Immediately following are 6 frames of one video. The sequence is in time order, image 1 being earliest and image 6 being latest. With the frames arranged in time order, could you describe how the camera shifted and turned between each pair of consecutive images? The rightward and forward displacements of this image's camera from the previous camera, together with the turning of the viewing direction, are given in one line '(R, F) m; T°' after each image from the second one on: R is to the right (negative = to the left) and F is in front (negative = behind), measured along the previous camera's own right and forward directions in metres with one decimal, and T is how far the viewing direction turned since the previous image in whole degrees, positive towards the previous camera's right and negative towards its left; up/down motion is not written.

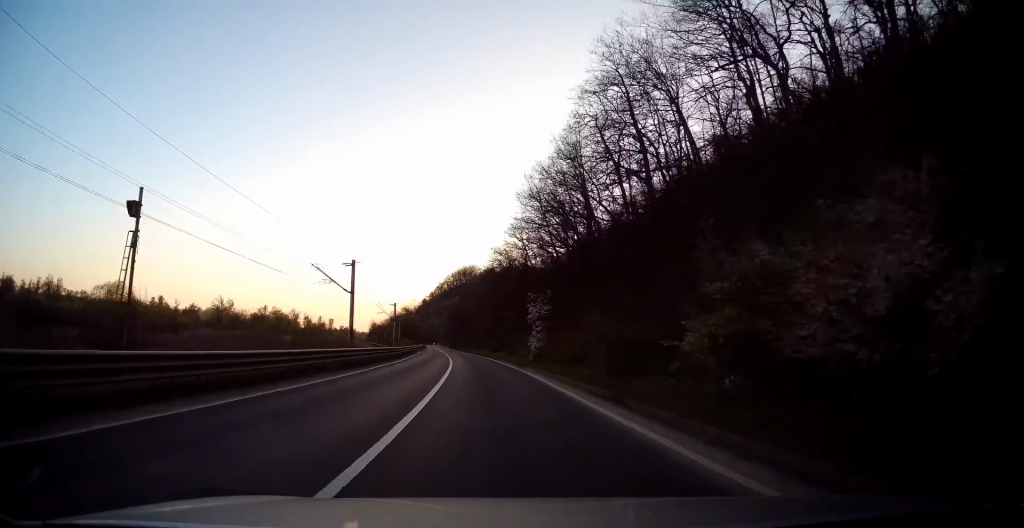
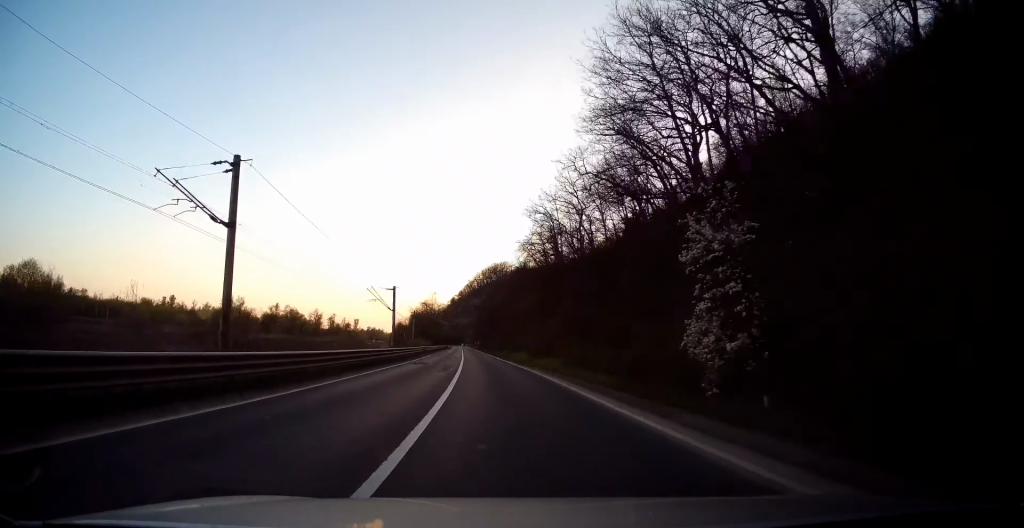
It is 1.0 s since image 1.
(-1.1, +27.0) m; -2°
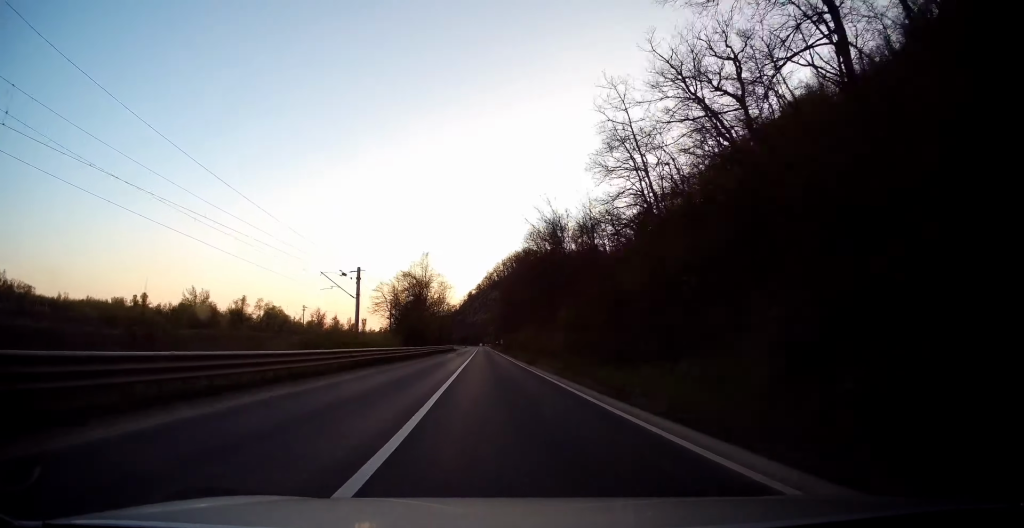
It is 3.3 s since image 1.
(-1.9, +63.2) m; -4°
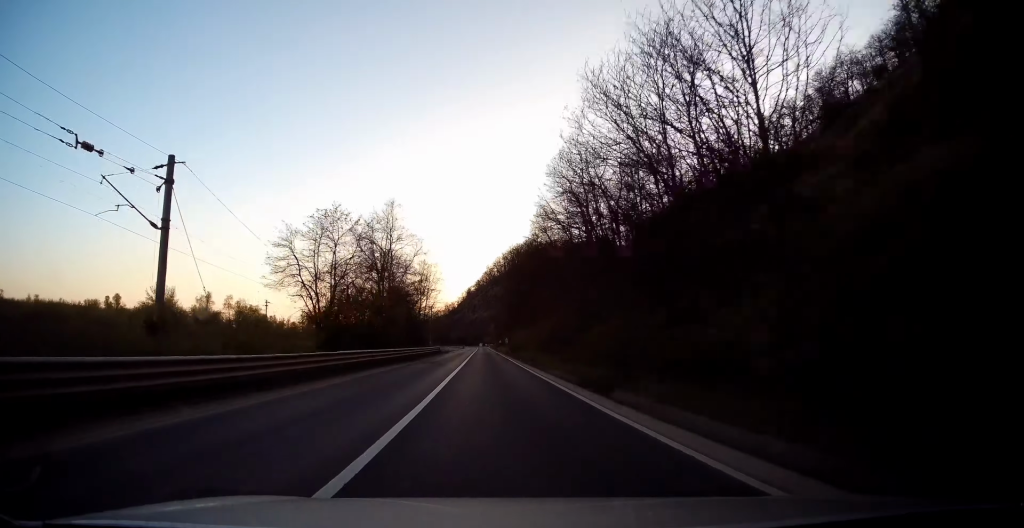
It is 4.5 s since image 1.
(-0.4, +30.7) m; -1°
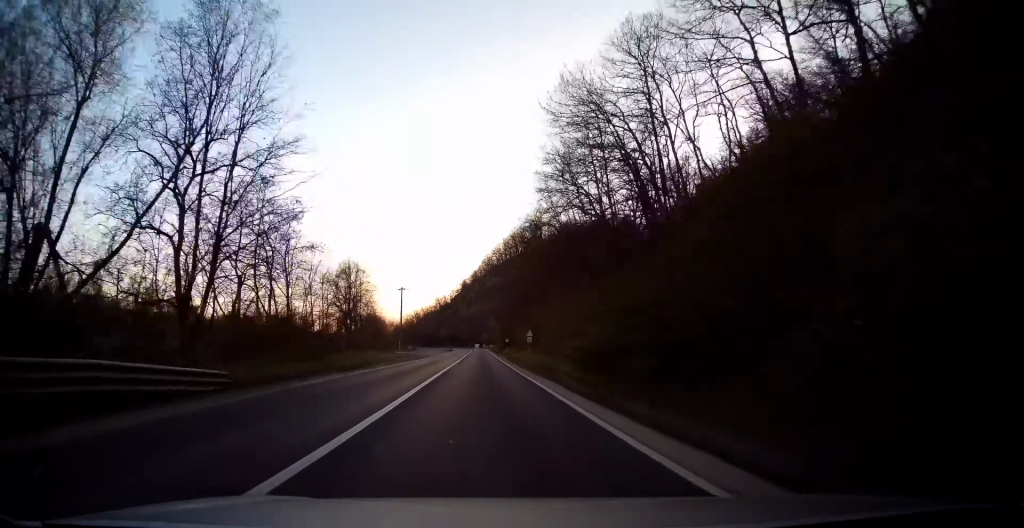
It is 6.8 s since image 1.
(+0.8, +63.8) m; +1°
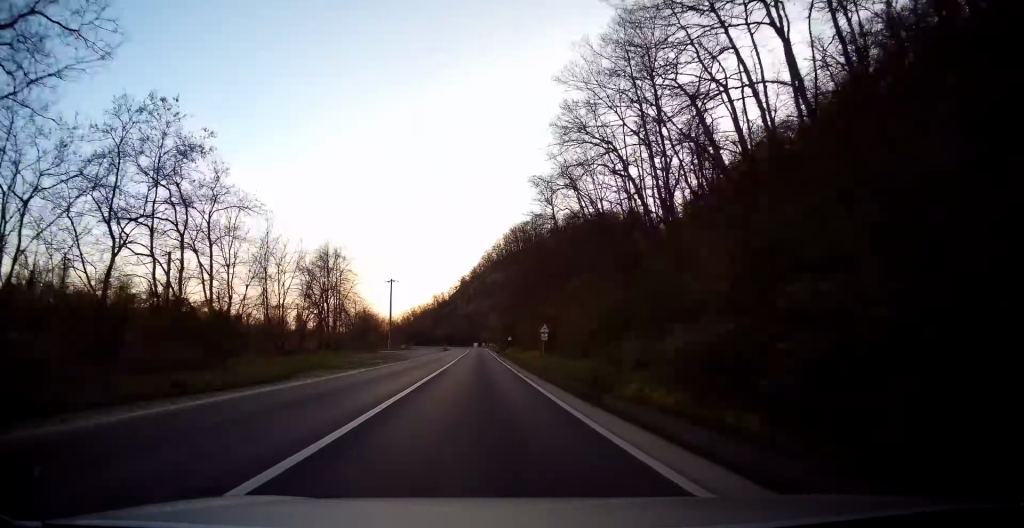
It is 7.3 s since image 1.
(-0.1, +13.3) m; 0°
